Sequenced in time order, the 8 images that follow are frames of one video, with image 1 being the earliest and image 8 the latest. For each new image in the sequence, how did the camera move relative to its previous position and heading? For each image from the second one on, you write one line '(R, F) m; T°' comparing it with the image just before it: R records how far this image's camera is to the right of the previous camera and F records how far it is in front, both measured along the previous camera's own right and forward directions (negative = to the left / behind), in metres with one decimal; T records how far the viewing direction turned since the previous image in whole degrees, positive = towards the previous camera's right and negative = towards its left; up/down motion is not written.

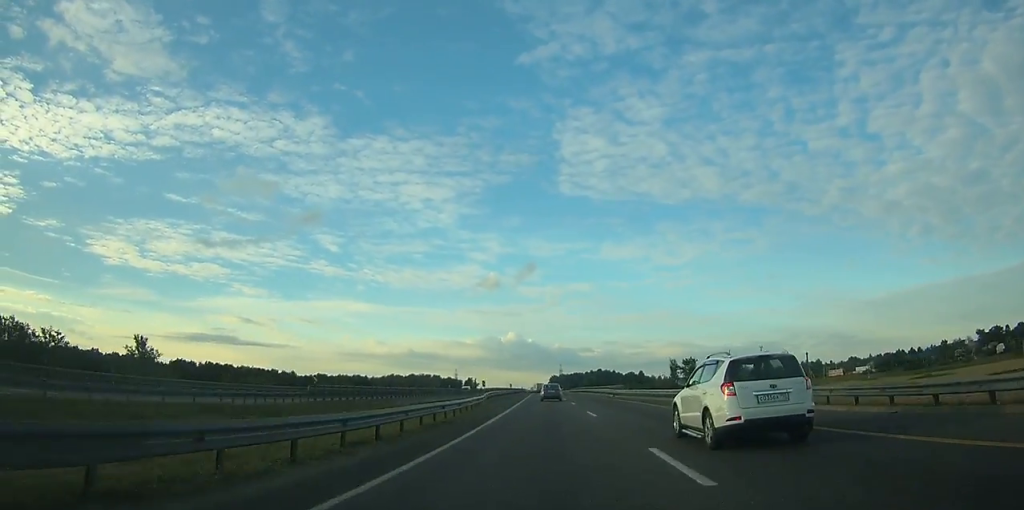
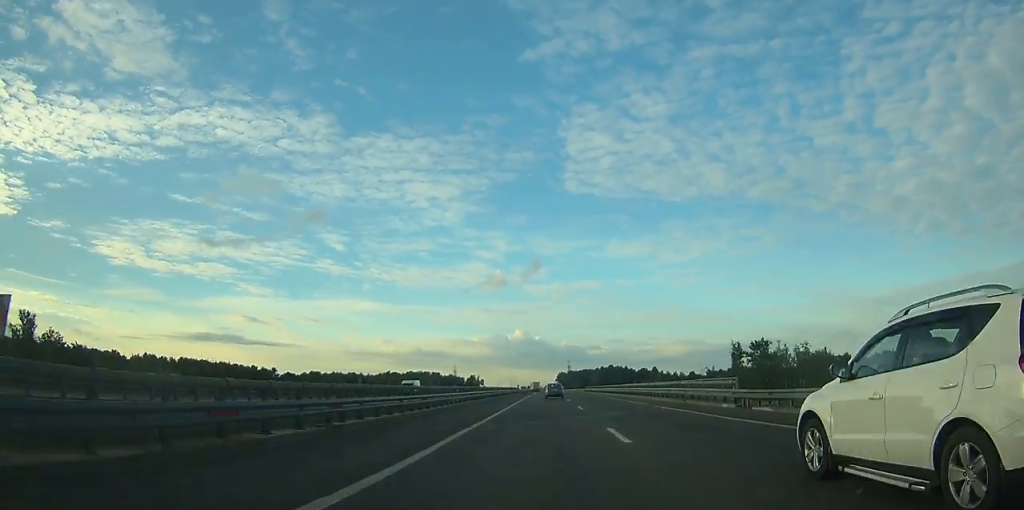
(0.0, +41.6) m; -1°
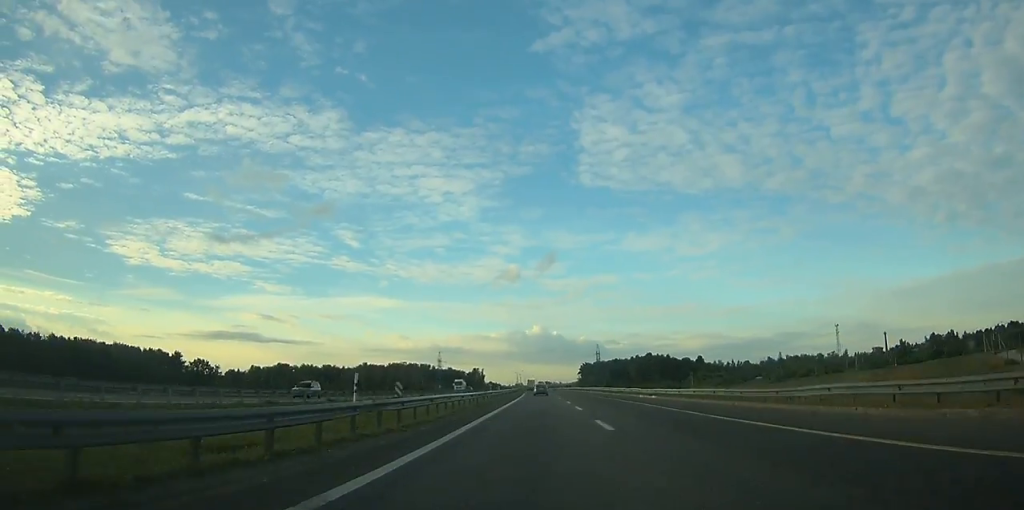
(-2.8, +128.5) m; -2°
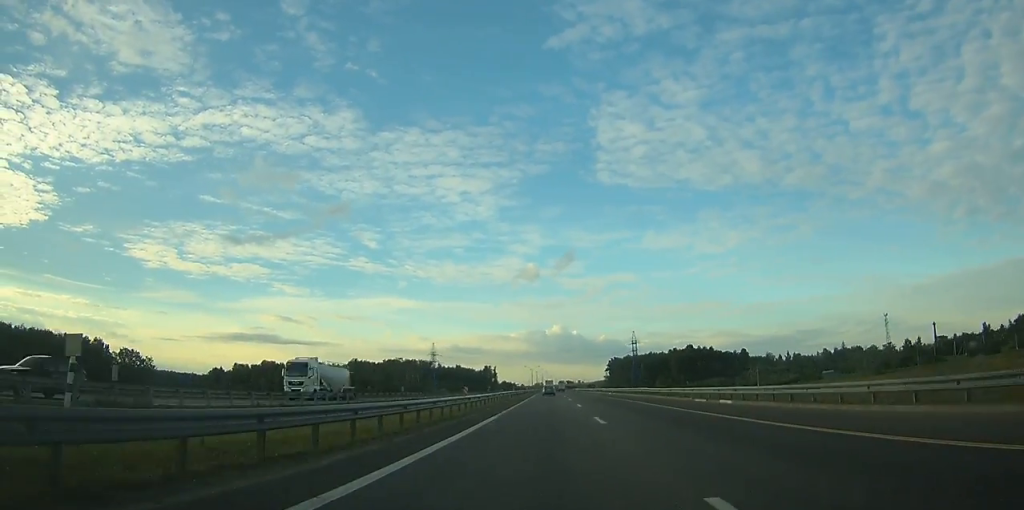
(-0.7, +71.7) m; -1°
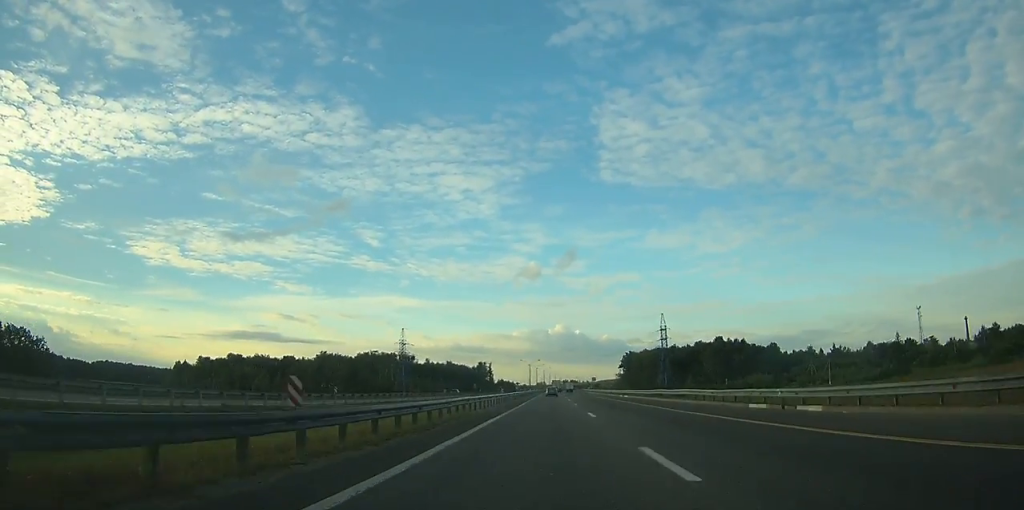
(-0.7, +58.9) m; 0°
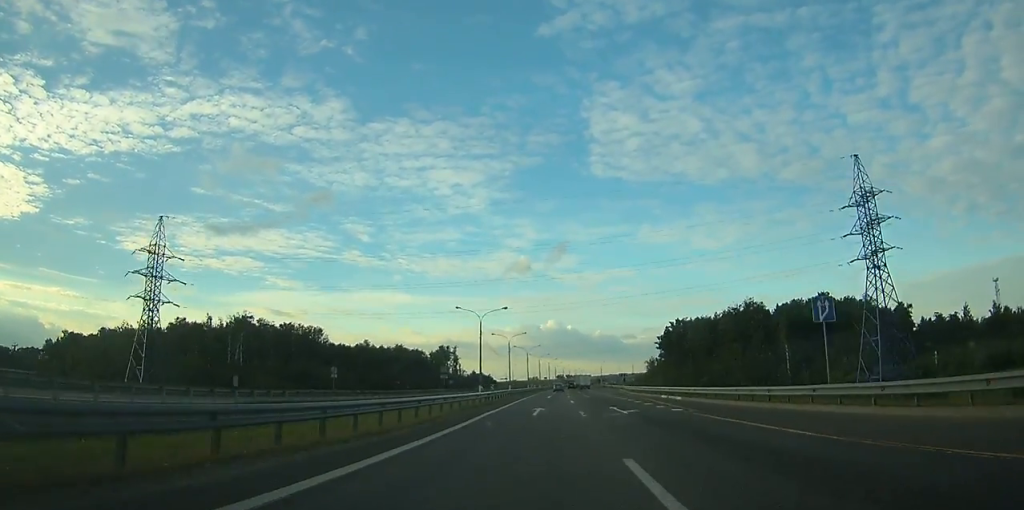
(+0.4, +134.0) m; +1°
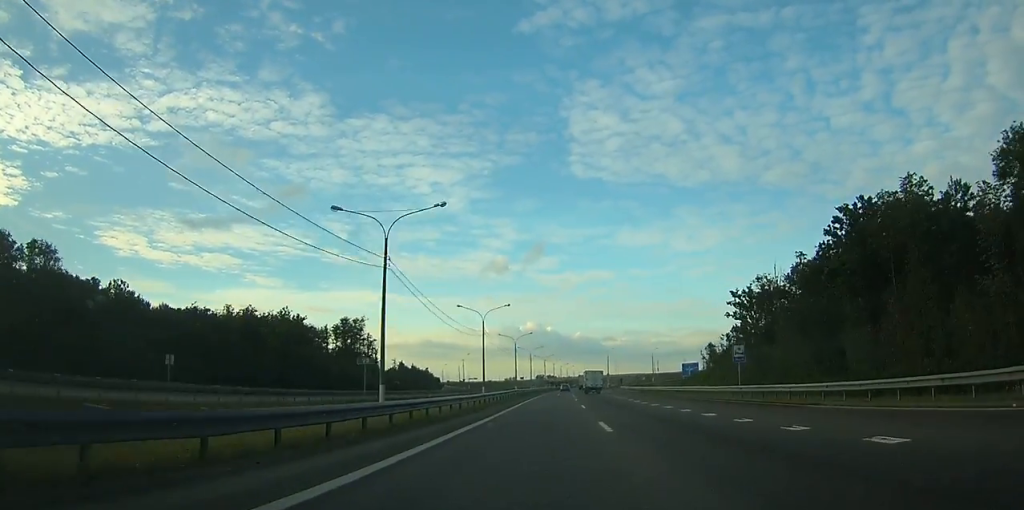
(+1.9, +120.0) m; +2°
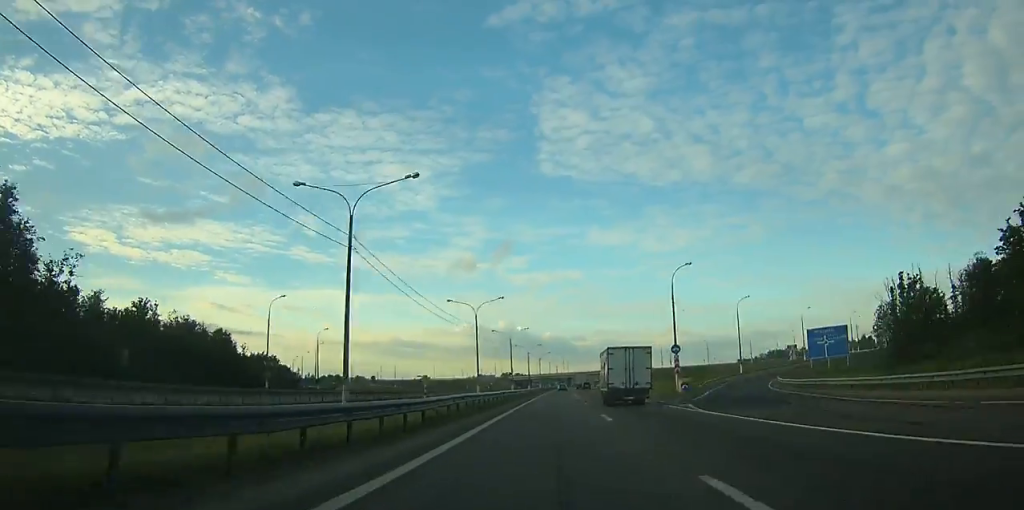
(+2.6, +114.8) m; +3°
